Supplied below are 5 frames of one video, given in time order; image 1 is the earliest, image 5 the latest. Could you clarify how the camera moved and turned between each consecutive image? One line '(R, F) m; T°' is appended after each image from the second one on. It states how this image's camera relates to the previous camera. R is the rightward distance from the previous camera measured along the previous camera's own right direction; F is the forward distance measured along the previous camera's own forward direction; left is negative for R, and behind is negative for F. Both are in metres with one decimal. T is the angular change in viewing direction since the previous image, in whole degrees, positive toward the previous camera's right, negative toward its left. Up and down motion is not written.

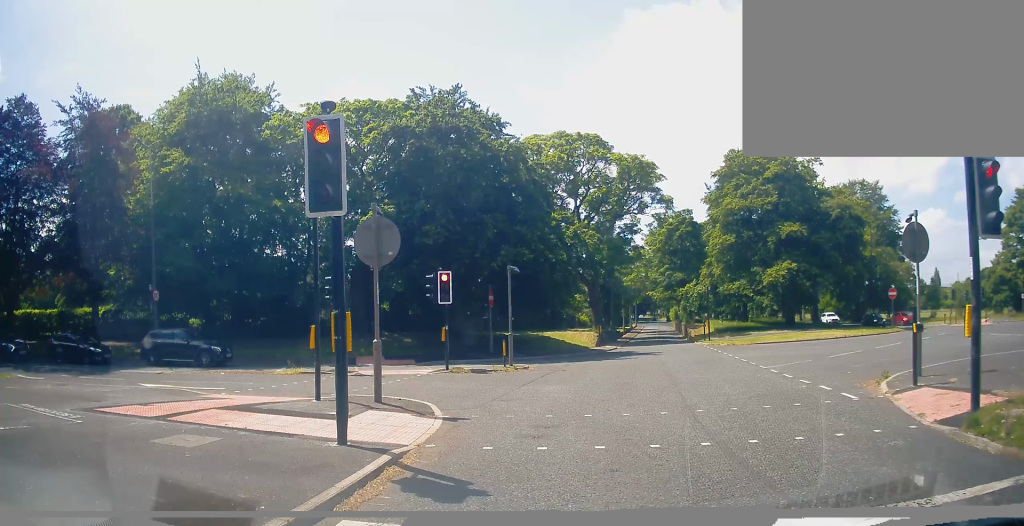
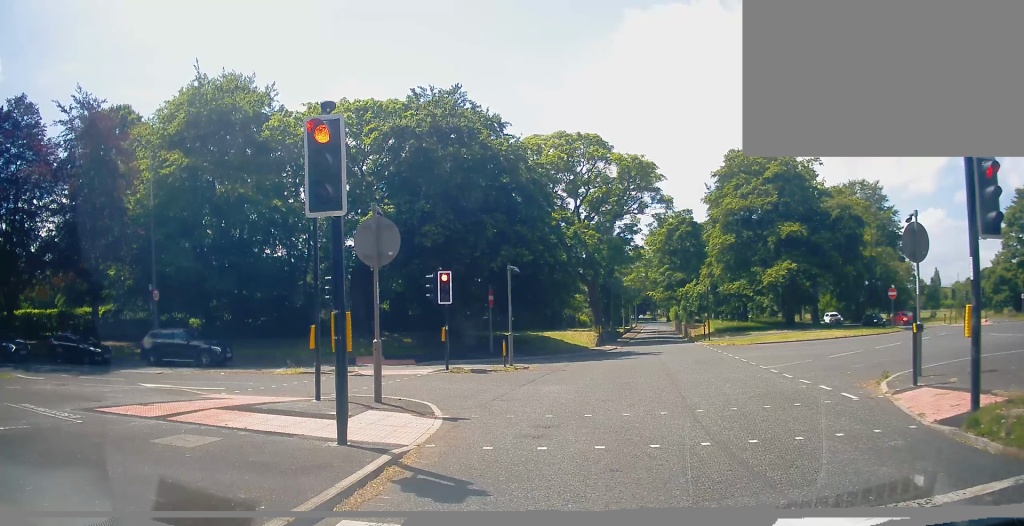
(0.0, 0.0) m; 0°
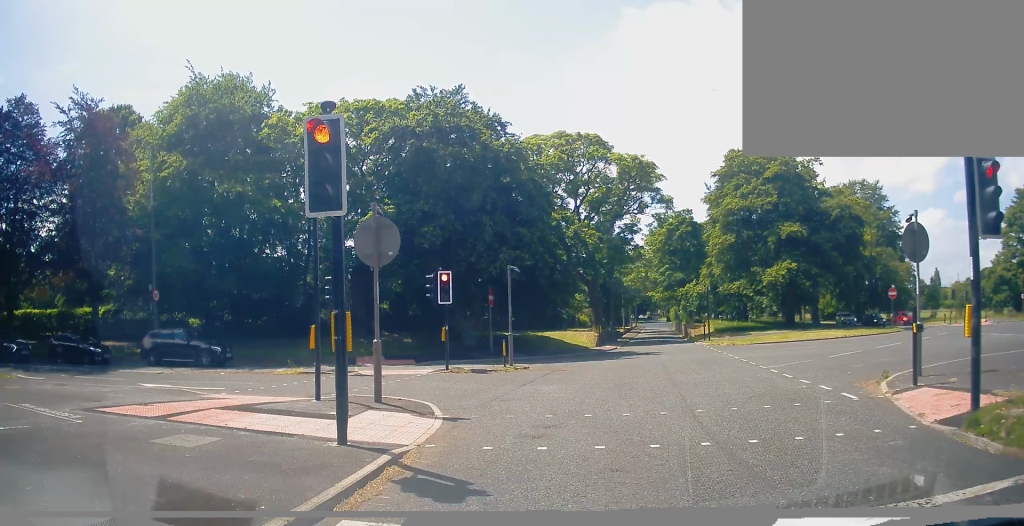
(0.0, 0.0) m; 0°
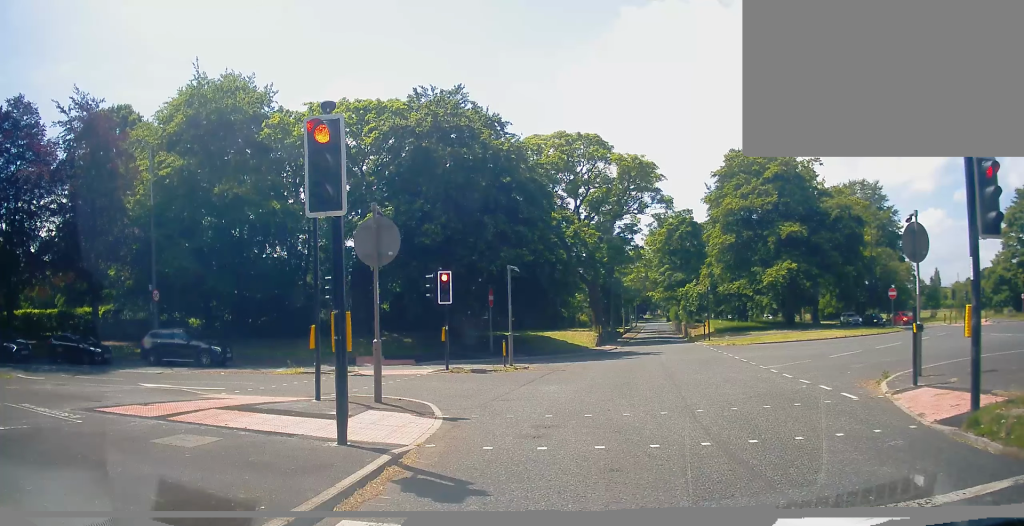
(0.0, 0.0) m; 0°
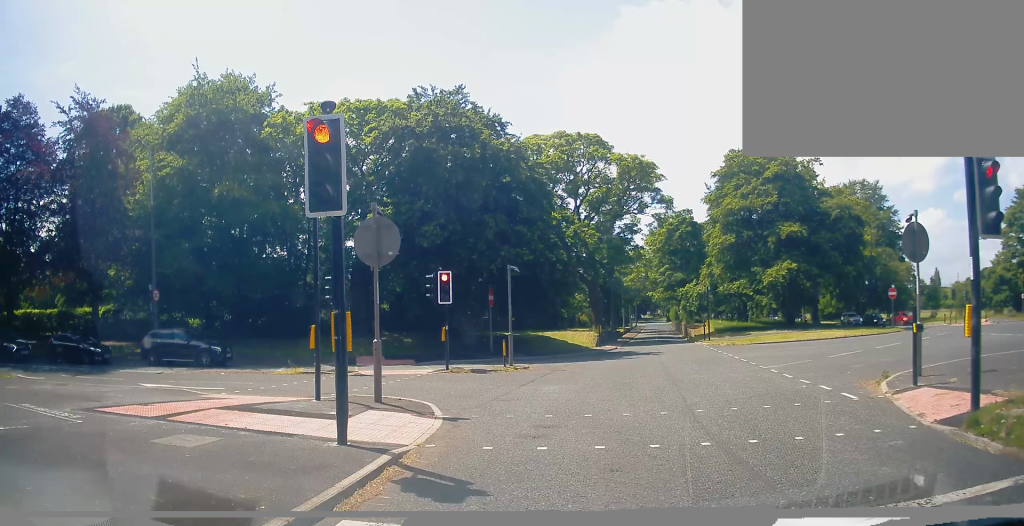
(0.0, 0.0) m; 0°
